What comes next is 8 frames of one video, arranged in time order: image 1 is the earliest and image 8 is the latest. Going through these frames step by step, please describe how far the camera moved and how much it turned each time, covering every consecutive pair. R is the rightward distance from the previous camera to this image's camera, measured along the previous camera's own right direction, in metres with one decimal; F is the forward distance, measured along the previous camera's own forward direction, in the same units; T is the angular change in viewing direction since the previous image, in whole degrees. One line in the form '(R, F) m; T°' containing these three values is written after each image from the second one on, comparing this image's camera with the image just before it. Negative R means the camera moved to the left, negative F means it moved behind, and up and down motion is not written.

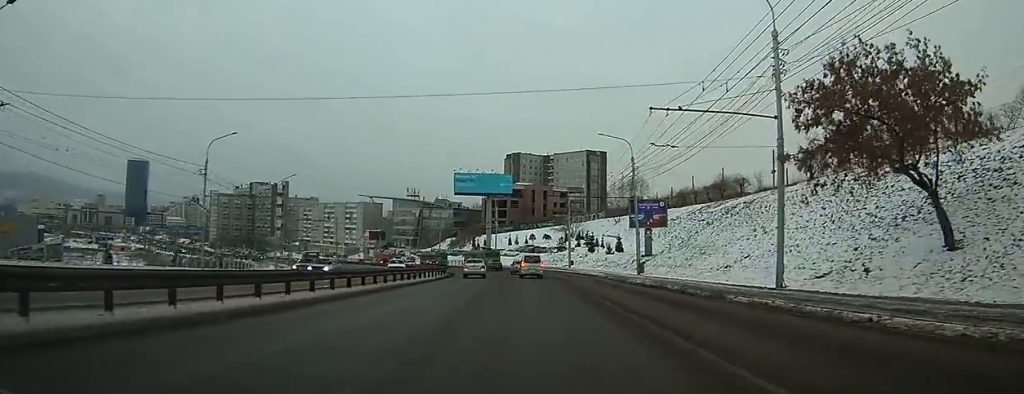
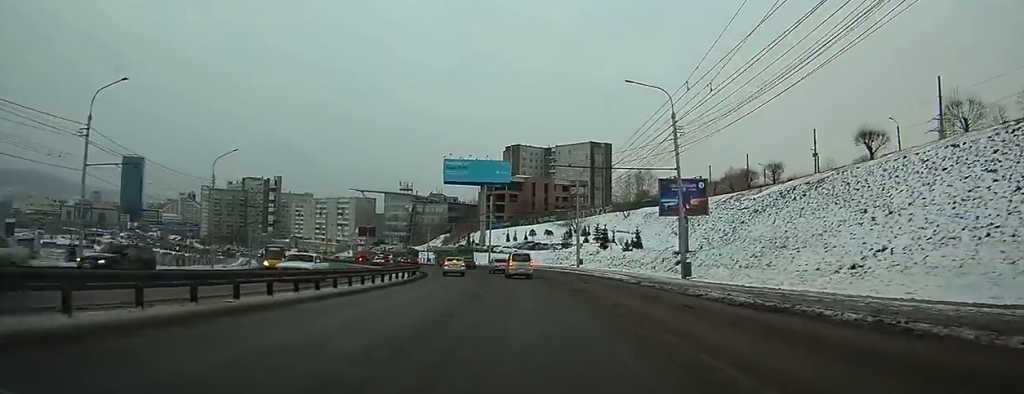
(+0.2, +14.6) m; 0°
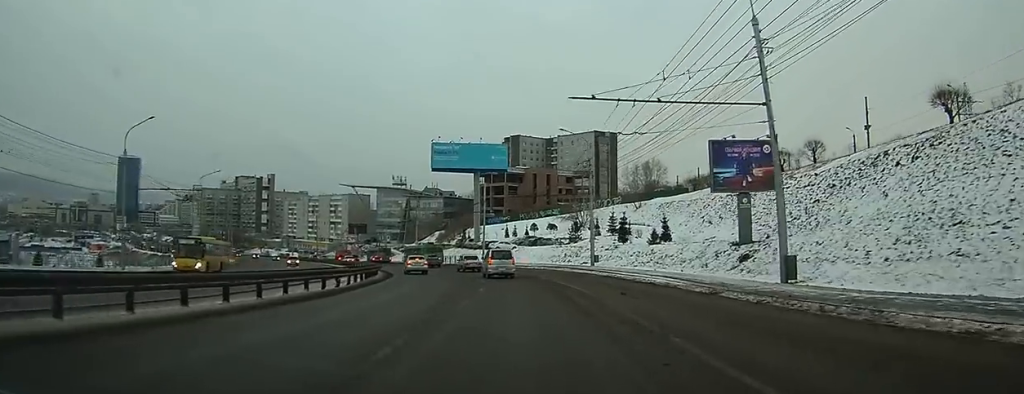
(-0.2, +13.5) m; -2°
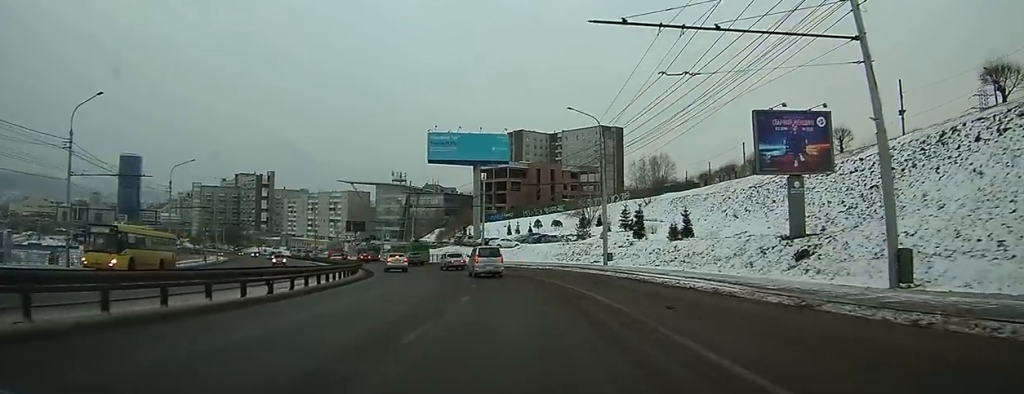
(0.0, +6.5) m; -1°
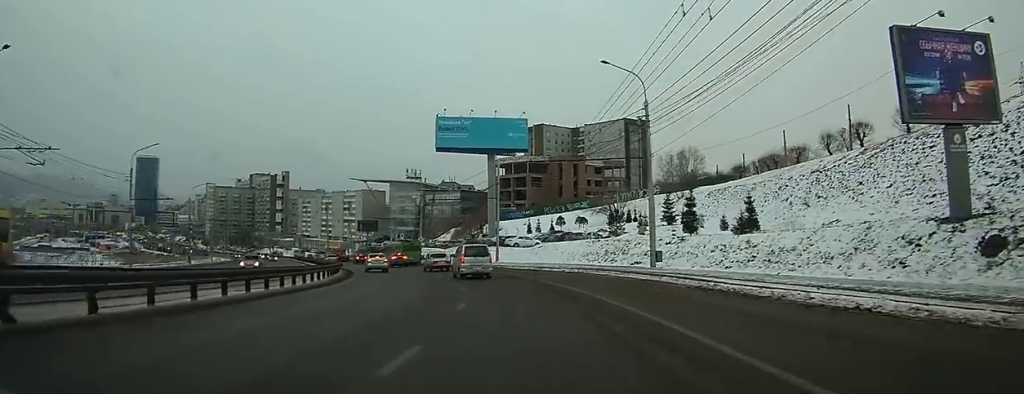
(-0.2, +10.4) m; -3°
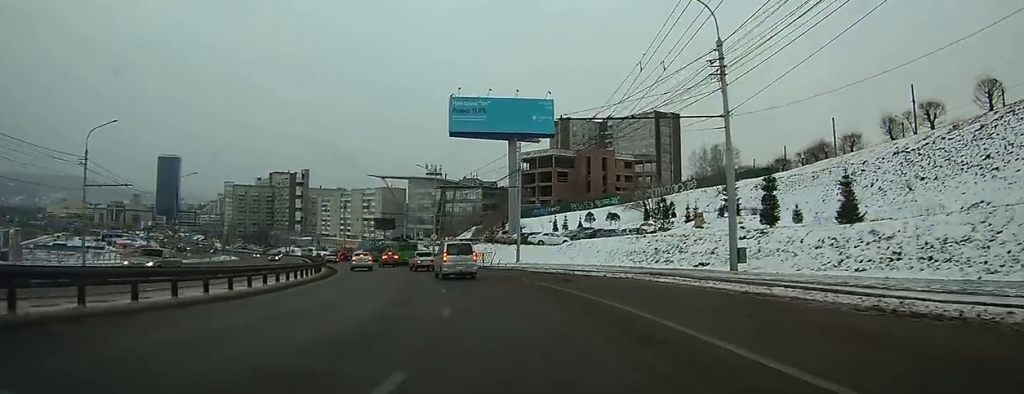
(-0.3, +10.2) m; -4°
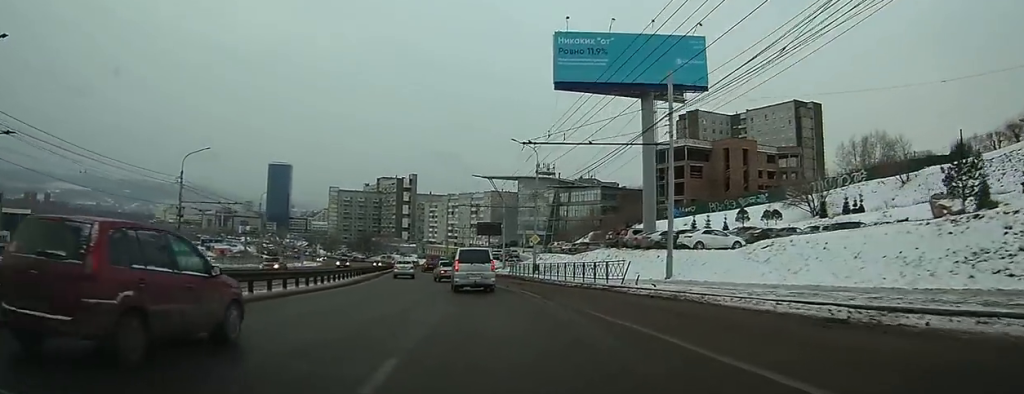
(-2.4, +24.4) m; -11°
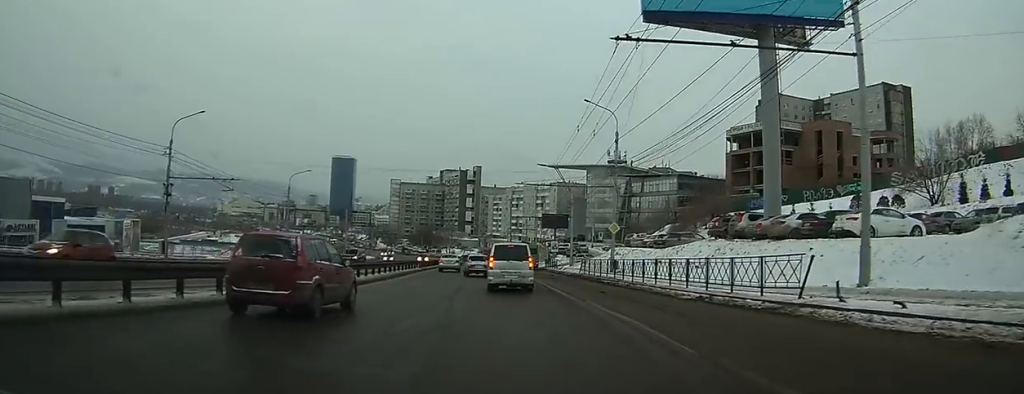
(-0.7, +13.4) m; -6°
